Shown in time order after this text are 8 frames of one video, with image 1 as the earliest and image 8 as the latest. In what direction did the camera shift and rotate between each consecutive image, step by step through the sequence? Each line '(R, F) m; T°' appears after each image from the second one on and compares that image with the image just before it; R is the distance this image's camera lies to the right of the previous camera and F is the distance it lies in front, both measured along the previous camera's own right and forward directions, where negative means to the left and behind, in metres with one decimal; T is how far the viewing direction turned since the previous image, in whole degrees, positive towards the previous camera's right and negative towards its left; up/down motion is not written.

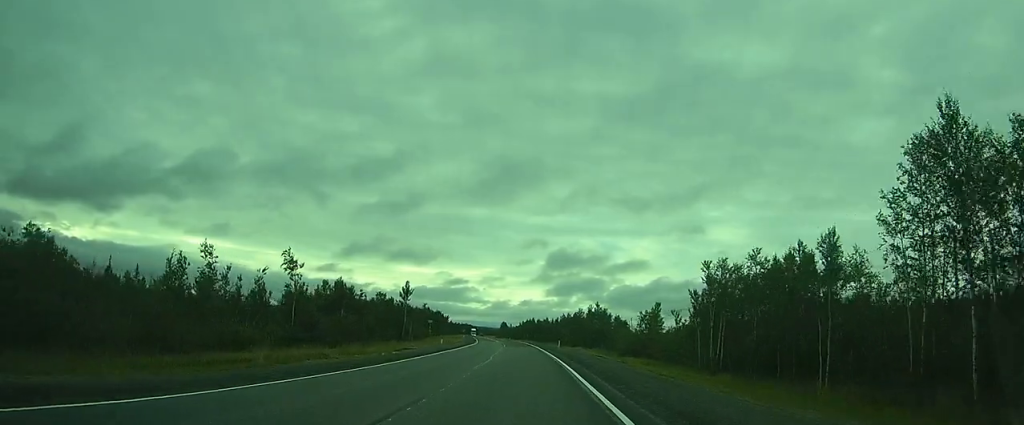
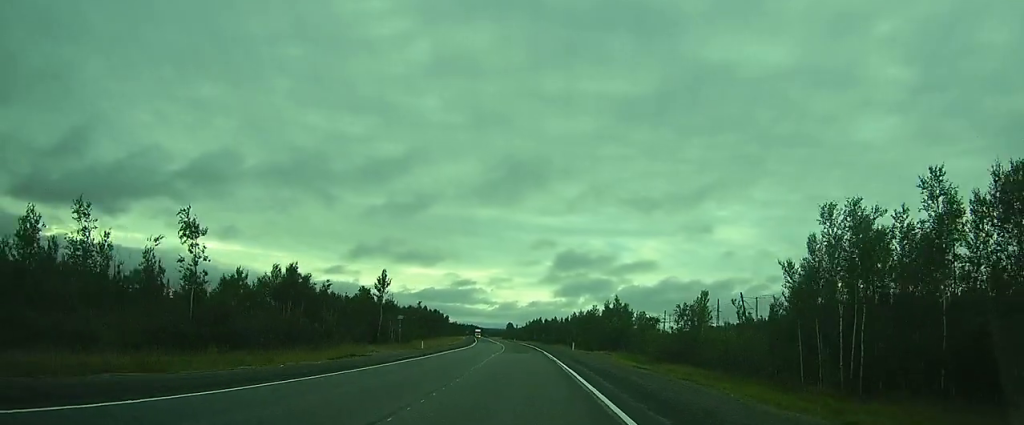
(0.0, +13.5) m; -1°
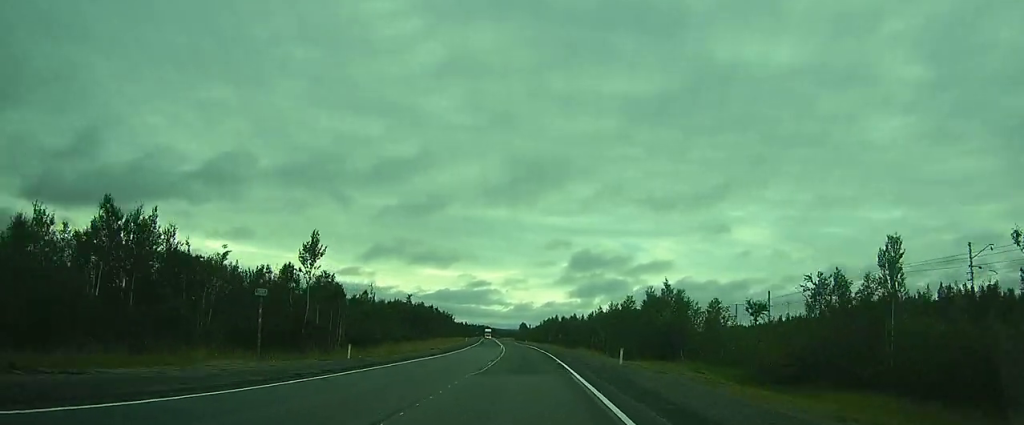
(-0.4, +20.0) m; -1°
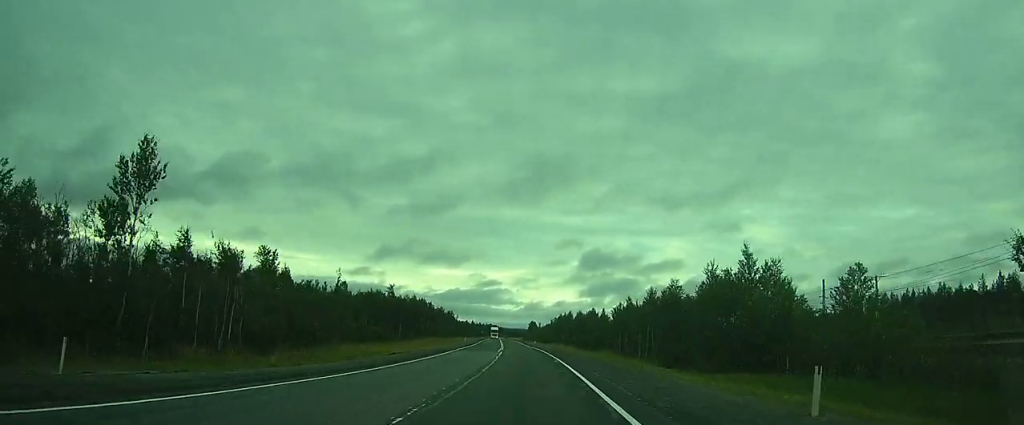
(-0.1, +15.7) m; -1°
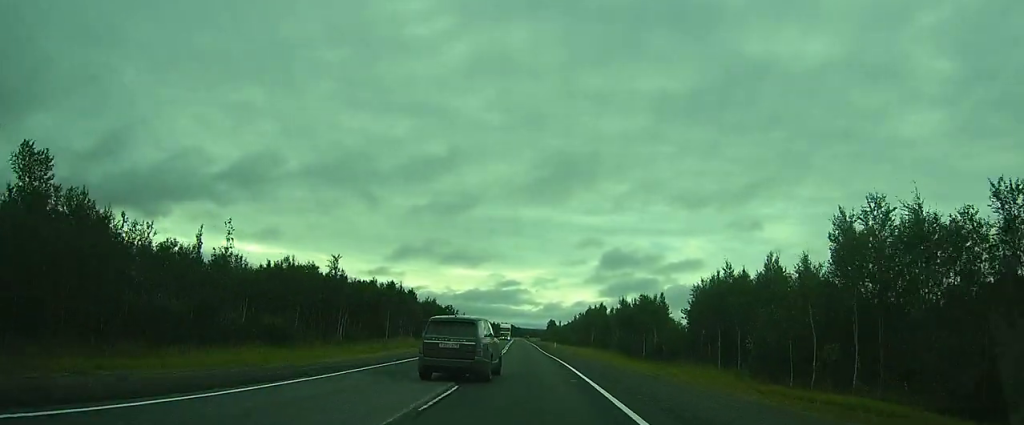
(-0.3, +26.9) m; -2°
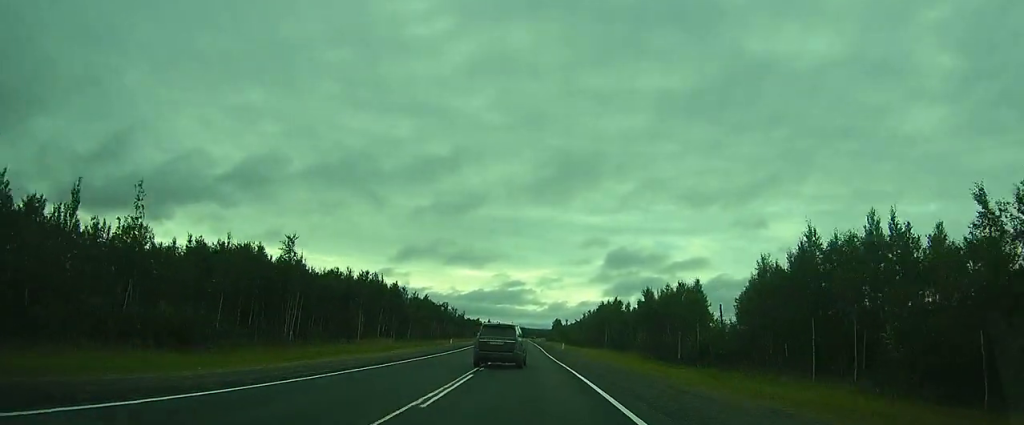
(0.0, +11.1) m; -1°
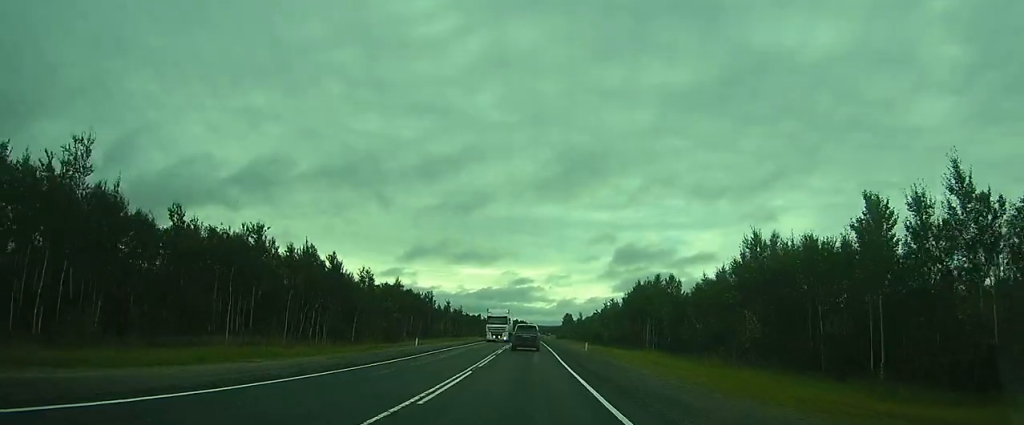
(-0.4, +27.1) m; -1°
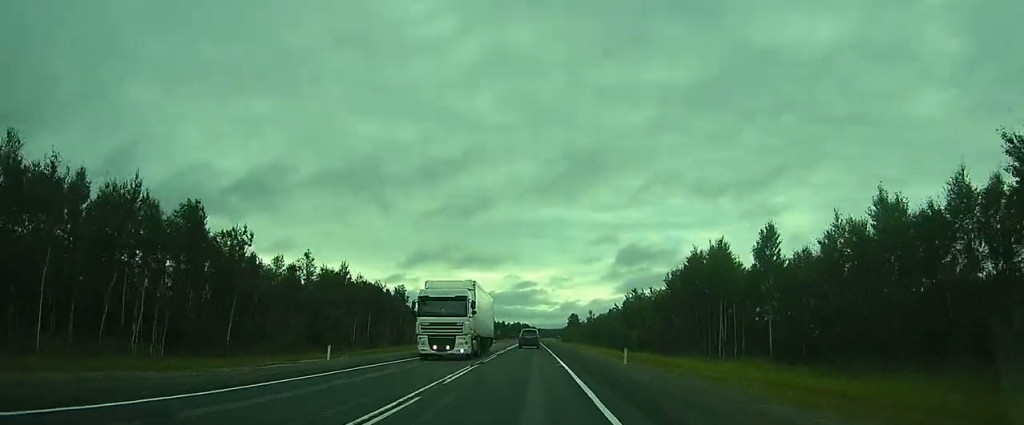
(-0.1, +24.9) m; -1°
